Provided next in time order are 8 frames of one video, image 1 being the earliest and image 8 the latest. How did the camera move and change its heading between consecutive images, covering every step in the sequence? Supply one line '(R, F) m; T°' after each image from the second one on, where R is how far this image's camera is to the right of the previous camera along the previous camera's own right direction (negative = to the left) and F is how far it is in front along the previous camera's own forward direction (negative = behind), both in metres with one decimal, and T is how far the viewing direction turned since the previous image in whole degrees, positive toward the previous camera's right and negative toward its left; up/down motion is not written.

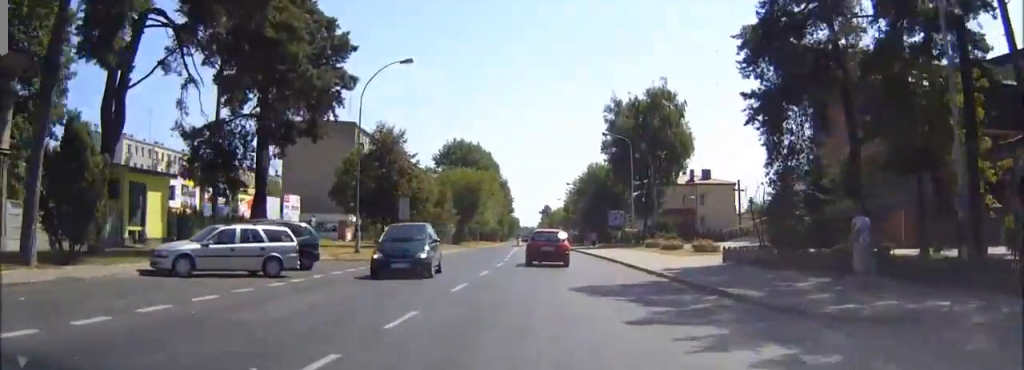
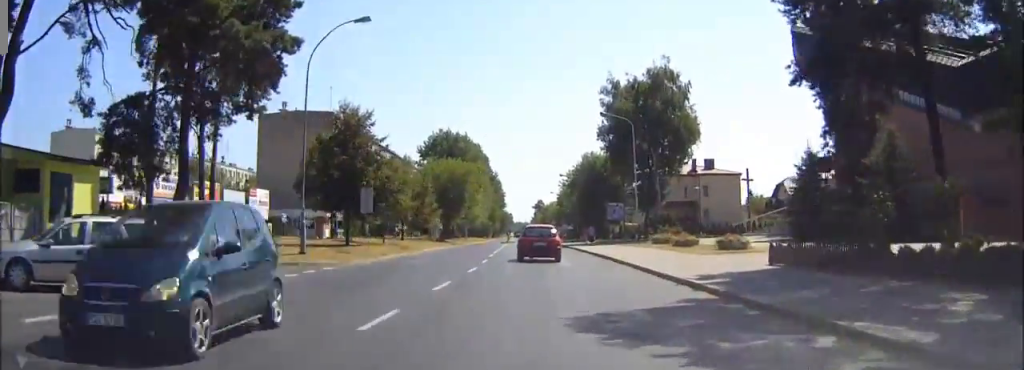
(+0.1, +6.9) m; 0°
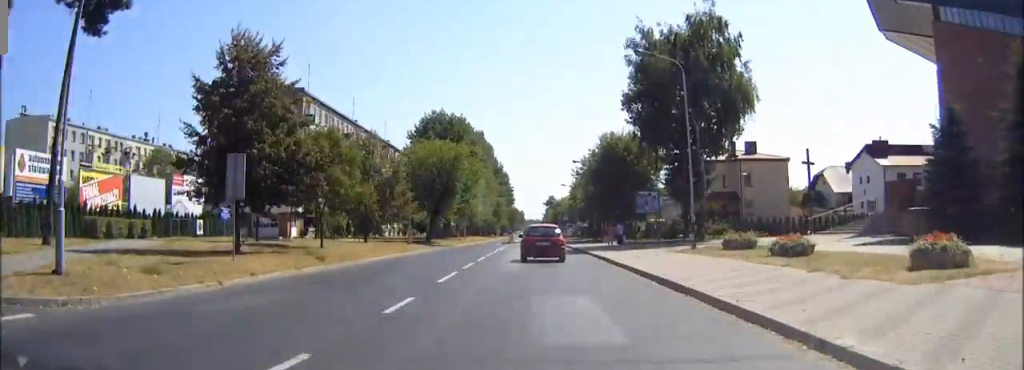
(0.0, +16.0) m; 0°
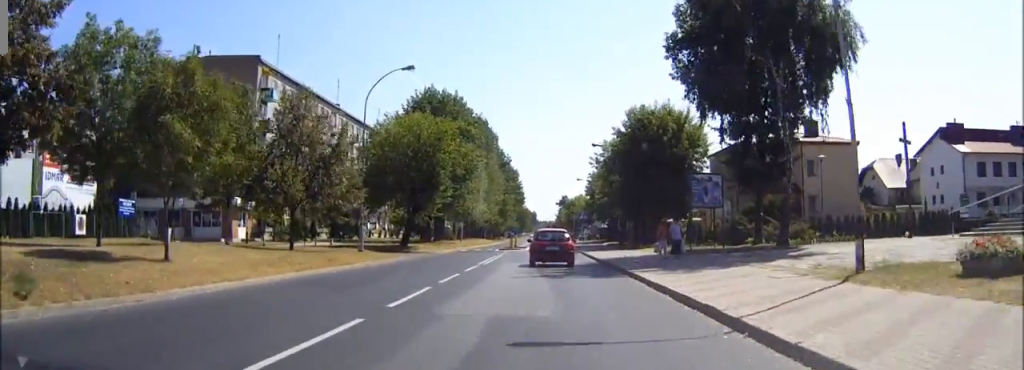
(-0.1, +16.5) m; -1°
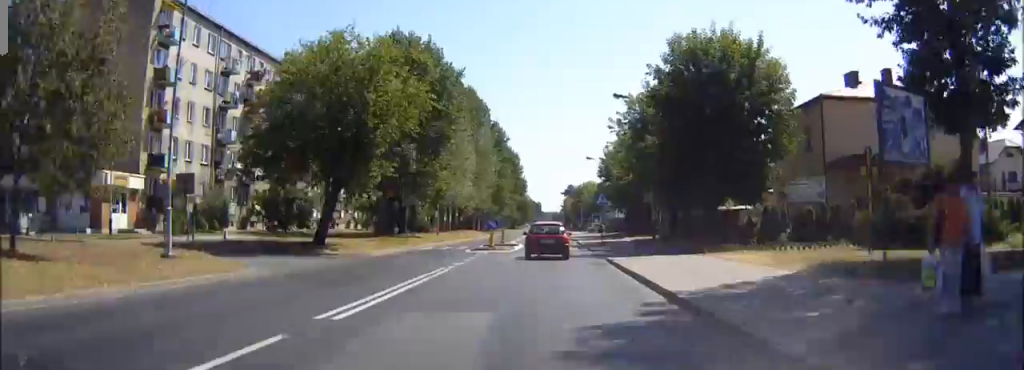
(-0.2, +20.3) m; -1°
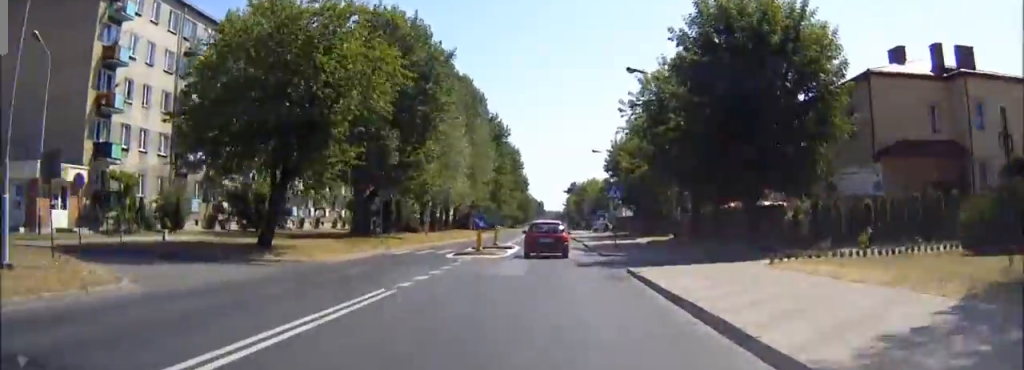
(0.0, +6.9) m; 0°
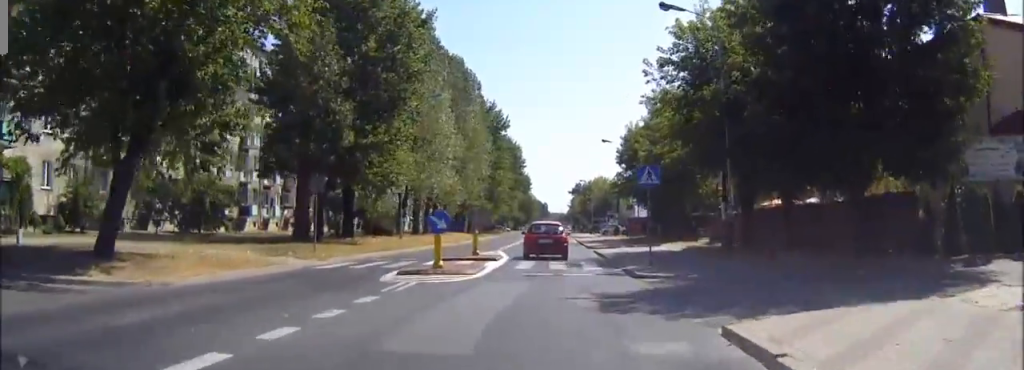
(0.0, +10.9) m; -1°
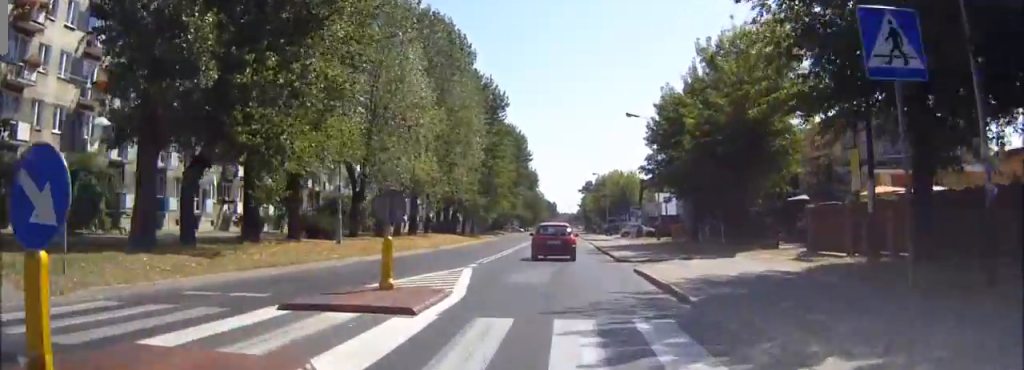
(-0.1, +15.6) m; 0°
